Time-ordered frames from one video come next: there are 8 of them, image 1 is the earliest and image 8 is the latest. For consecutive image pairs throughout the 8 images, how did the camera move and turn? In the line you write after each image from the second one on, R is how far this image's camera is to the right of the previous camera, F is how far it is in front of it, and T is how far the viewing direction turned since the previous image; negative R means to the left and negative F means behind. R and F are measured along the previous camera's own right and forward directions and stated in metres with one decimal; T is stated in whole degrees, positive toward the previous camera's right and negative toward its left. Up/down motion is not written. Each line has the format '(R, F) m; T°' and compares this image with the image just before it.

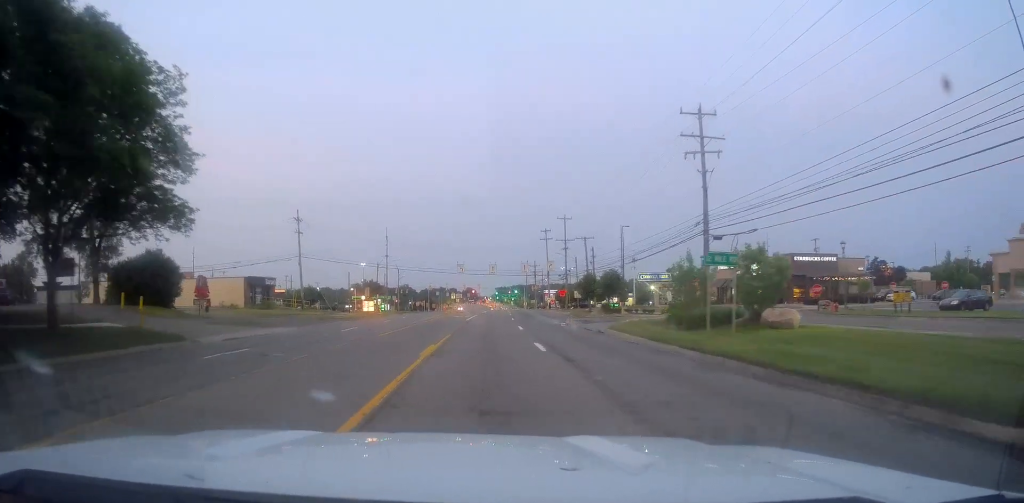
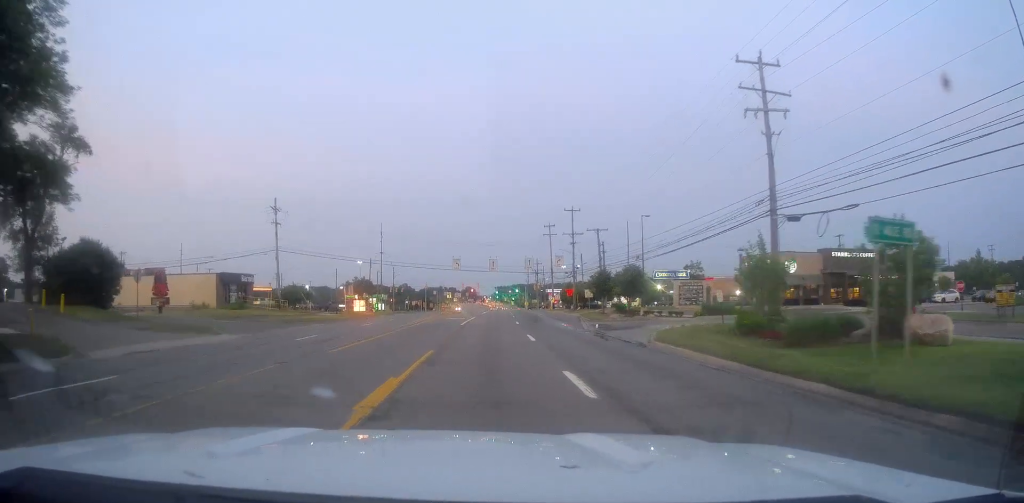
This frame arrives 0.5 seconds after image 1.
(+0.2, +8.9) m; -1°
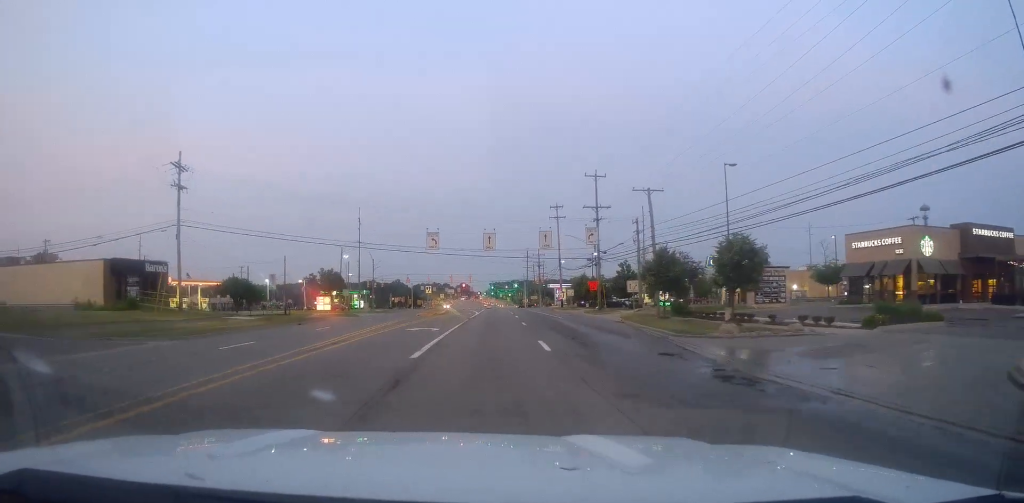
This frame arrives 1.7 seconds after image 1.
(-0.6, +23.2) m; 0°
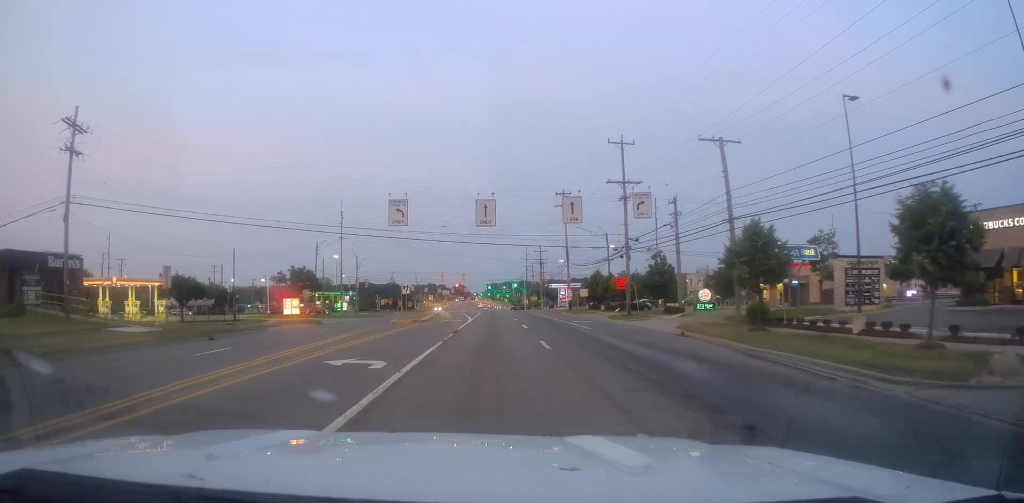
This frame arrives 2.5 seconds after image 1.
(+0.5, +14.8) m; 0°
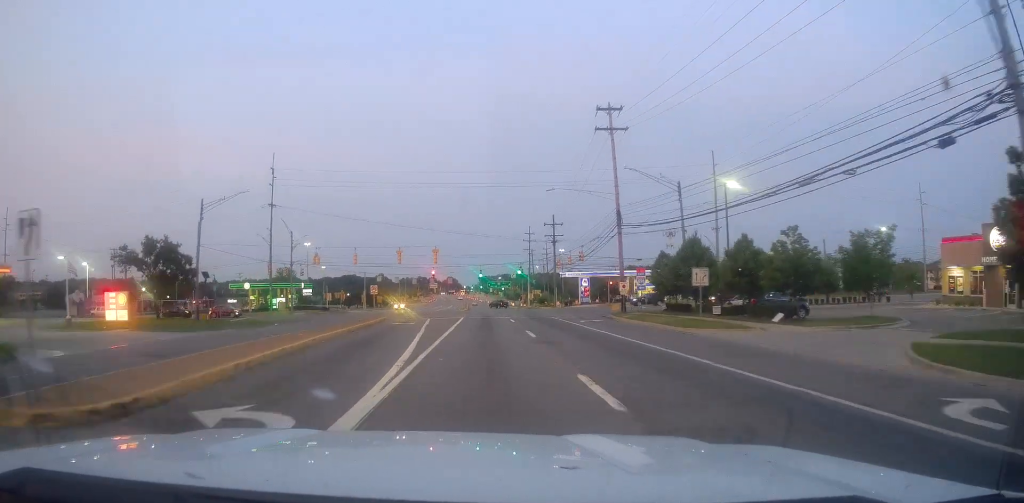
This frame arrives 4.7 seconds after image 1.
(+0.4, +41.0) m; +3°
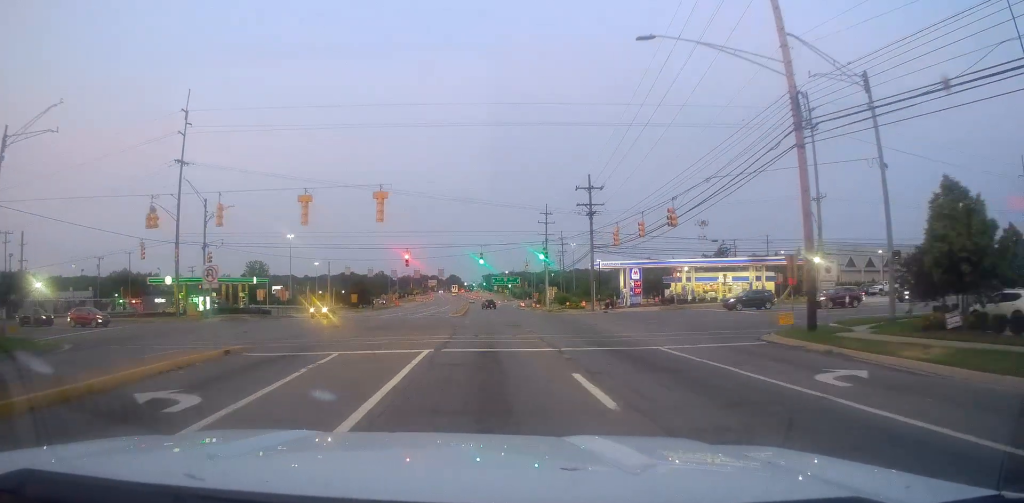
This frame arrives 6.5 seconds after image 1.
(0.0, +31.5) m; 0°
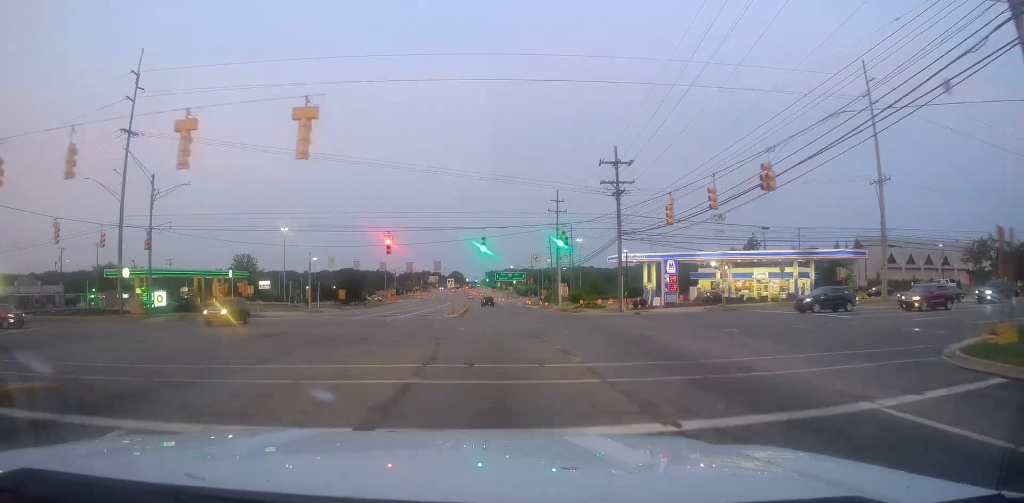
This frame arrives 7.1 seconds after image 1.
(0.0, +12.0) m; -1°
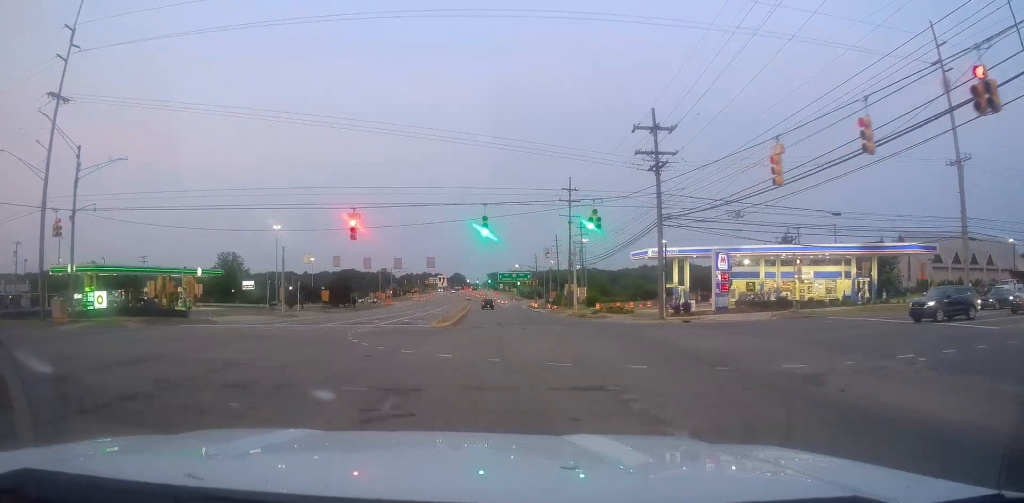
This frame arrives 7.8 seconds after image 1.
(-0.1, +11.9) m; 0°
